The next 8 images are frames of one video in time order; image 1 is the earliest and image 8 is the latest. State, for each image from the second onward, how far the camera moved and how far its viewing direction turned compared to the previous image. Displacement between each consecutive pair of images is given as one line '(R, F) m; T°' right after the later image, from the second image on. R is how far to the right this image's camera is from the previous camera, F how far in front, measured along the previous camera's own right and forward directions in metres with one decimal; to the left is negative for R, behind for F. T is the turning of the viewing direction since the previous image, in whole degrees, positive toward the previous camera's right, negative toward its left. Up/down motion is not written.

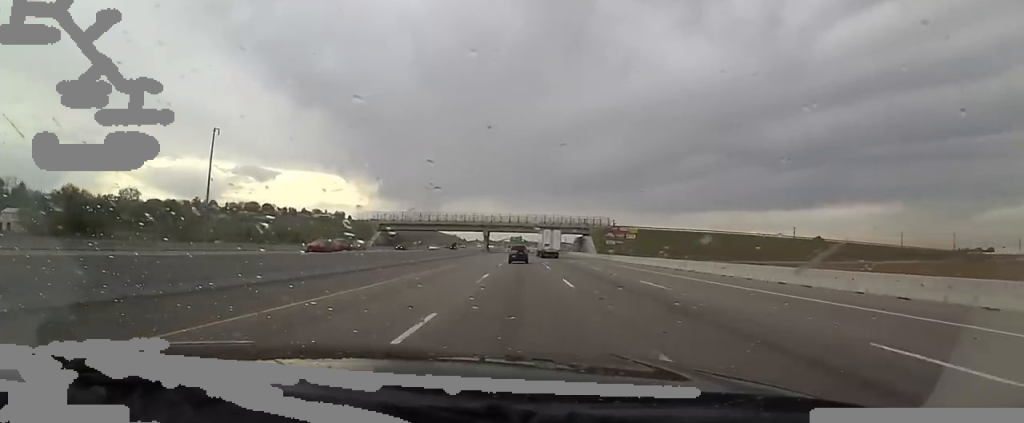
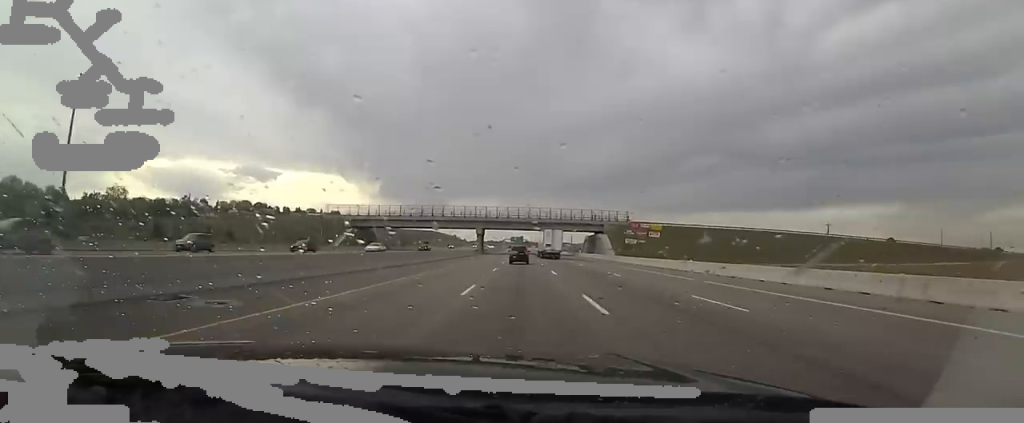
(0.0, +22.0) m; 0°
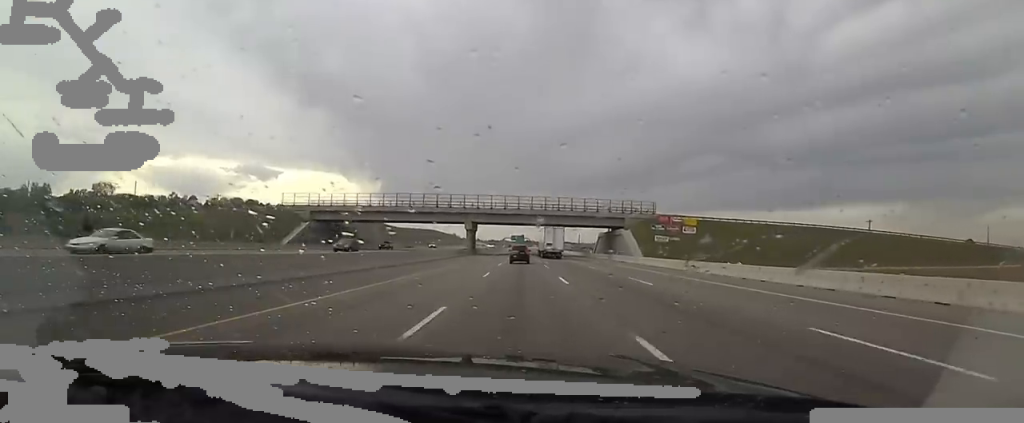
(+0.4, +21.8) m; 0°
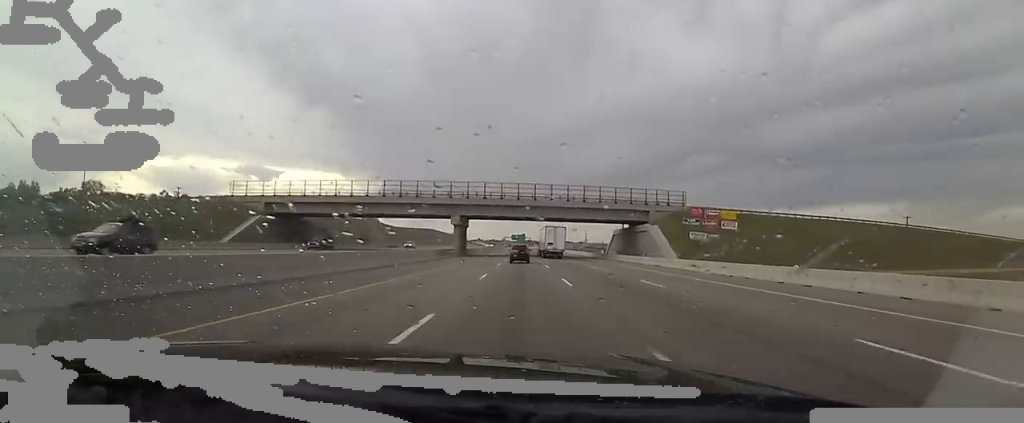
(-0.3, +16.5) m; 0°
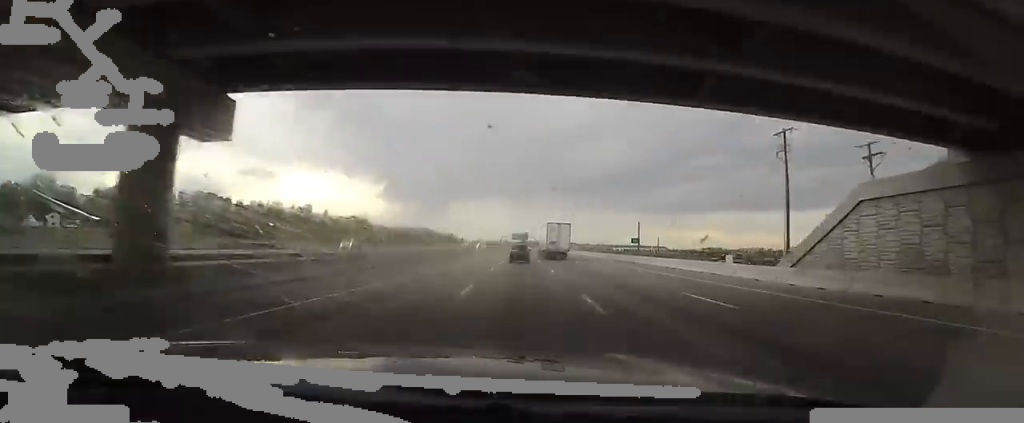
(+0.2, +67.4) m; 0°
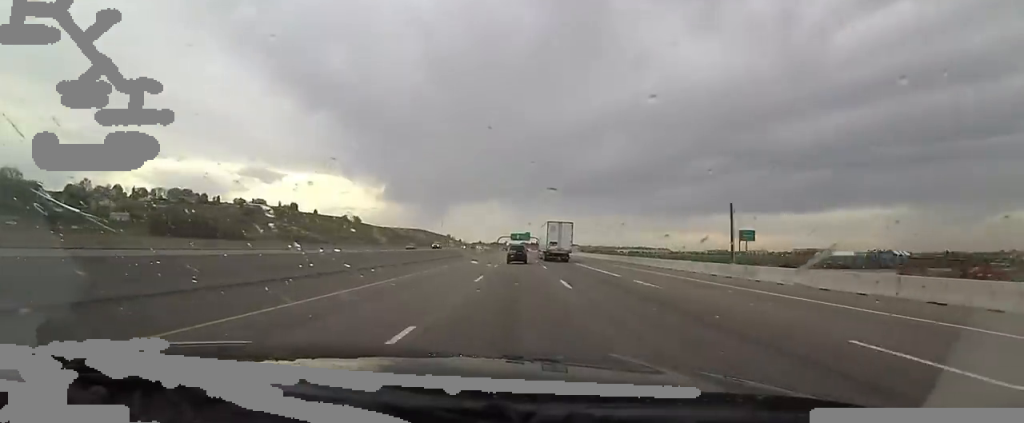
(-0.1, +39.5) m; 0°
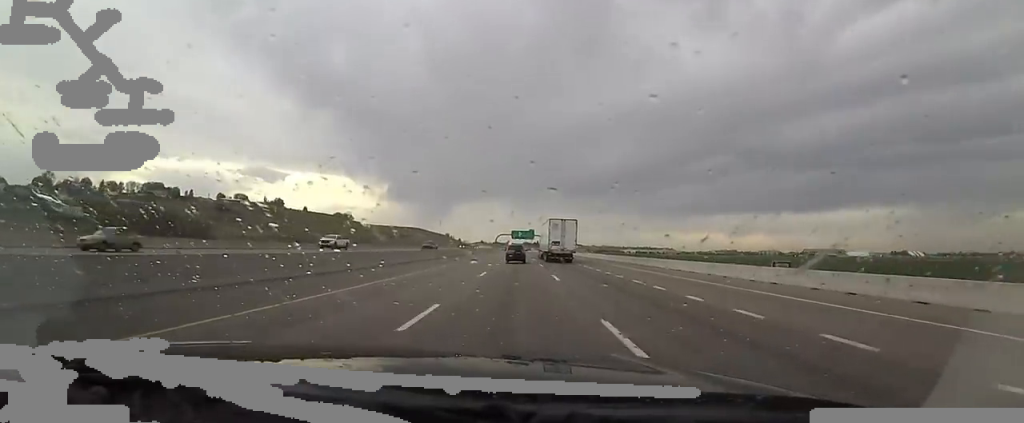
(-0.2, +43.1) m; 0°
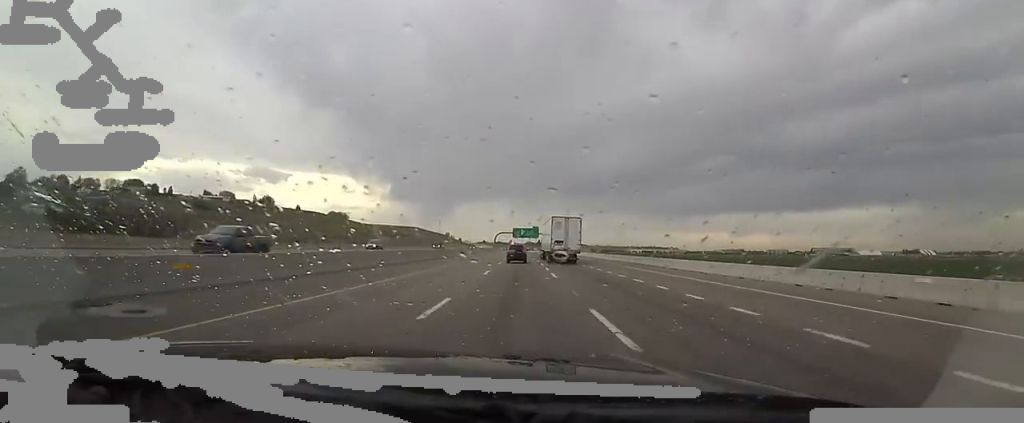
(+0.2, +29.1) m; +1°
